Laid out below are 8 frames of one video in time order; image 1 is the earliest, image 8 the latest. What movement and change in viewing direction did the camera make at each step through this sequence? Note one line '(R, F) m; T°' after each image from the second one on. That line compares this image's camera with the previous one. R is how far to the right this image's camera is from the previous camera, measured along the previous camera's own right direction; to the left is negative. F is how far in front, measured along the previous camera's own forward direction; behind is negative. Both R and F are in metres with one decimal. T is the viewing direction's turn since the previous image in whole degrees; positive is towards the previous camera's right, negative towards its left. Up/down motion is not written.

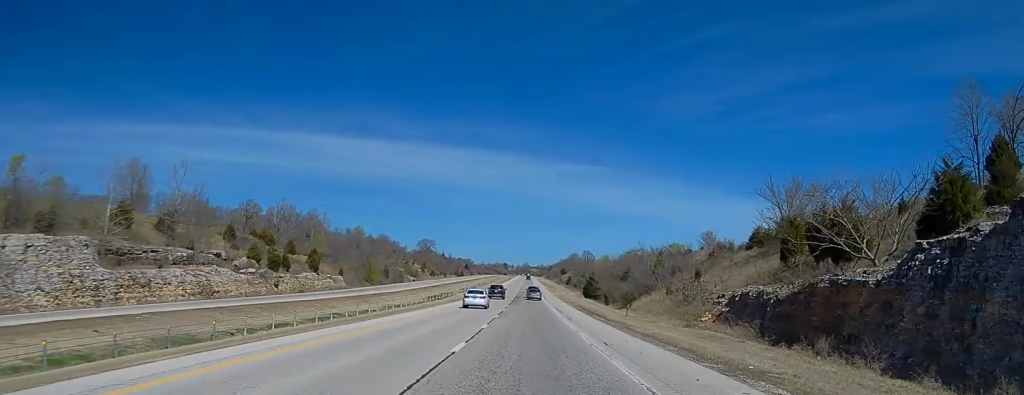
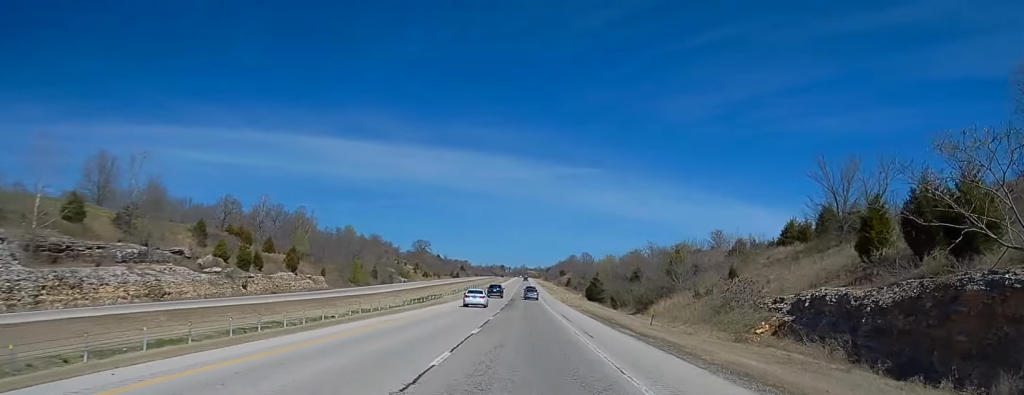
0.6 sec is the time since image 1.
(-0.1, +15.6) m; 0°
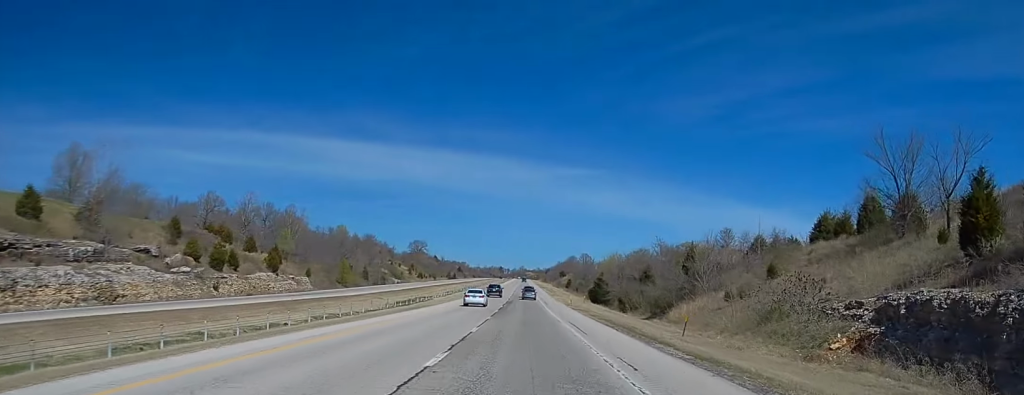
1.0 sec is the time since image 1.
(-0.1, +12.0) m; +1°
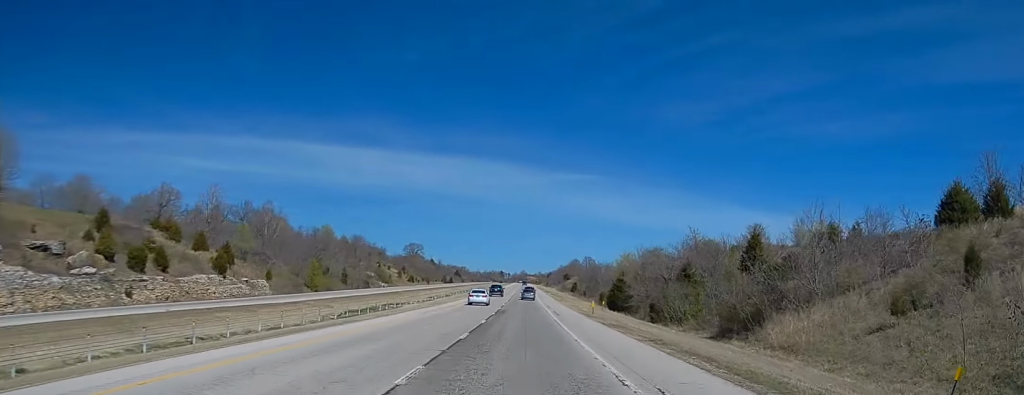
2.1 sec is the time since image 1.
(+0.6, +28.3) m; +1°
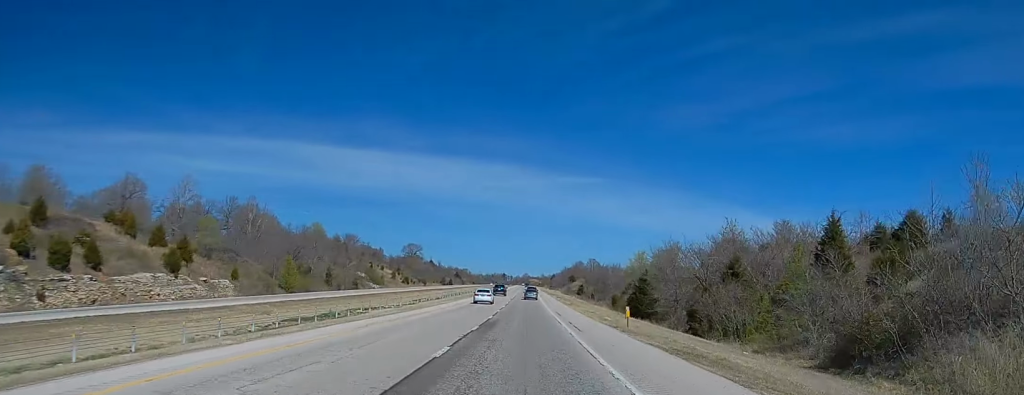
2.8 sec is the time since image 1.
(-0.2, +19.3) m; -1°
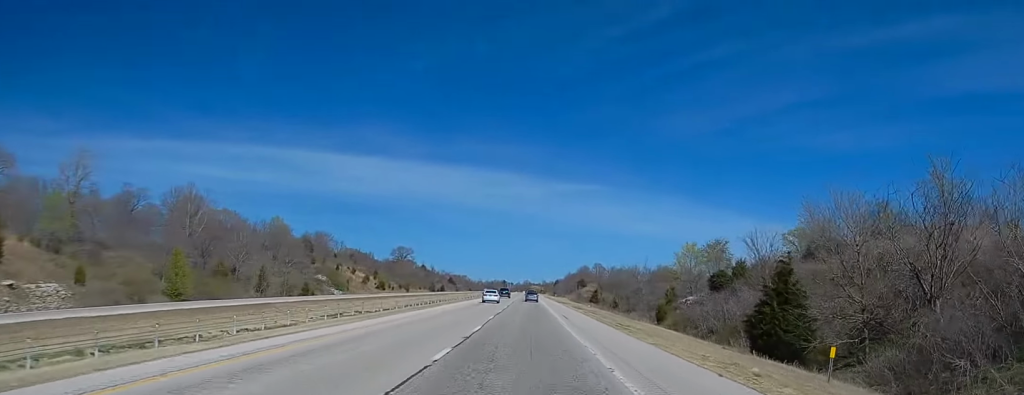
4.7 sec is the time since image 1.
(-0.1, +49.2) m; +1°
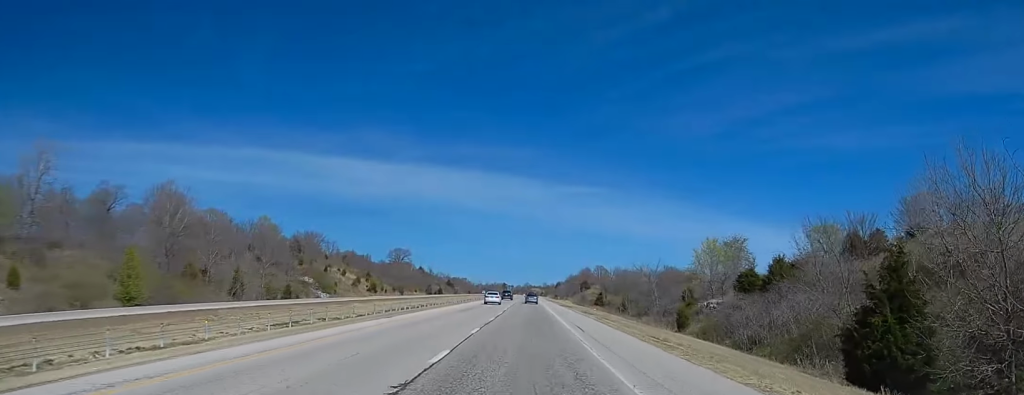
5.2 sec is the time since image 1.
(+0.4, +13.0) m; 0°
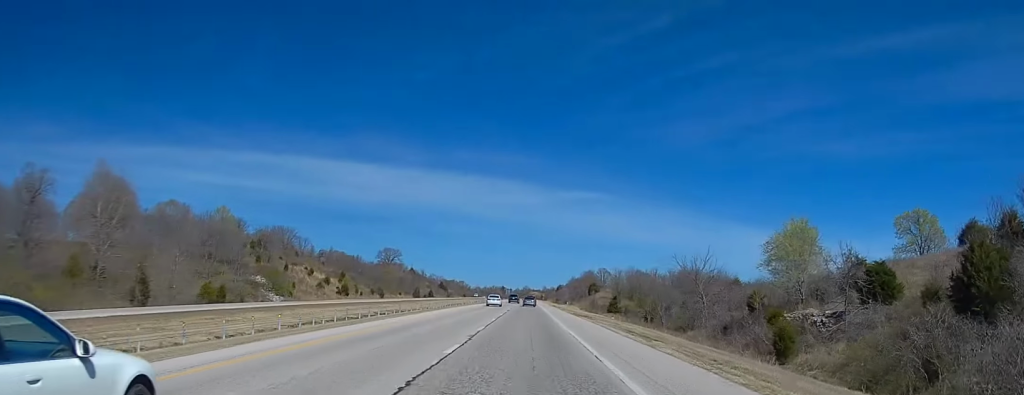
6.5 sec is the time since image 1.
(-0.7, +33.9) m; -2°
